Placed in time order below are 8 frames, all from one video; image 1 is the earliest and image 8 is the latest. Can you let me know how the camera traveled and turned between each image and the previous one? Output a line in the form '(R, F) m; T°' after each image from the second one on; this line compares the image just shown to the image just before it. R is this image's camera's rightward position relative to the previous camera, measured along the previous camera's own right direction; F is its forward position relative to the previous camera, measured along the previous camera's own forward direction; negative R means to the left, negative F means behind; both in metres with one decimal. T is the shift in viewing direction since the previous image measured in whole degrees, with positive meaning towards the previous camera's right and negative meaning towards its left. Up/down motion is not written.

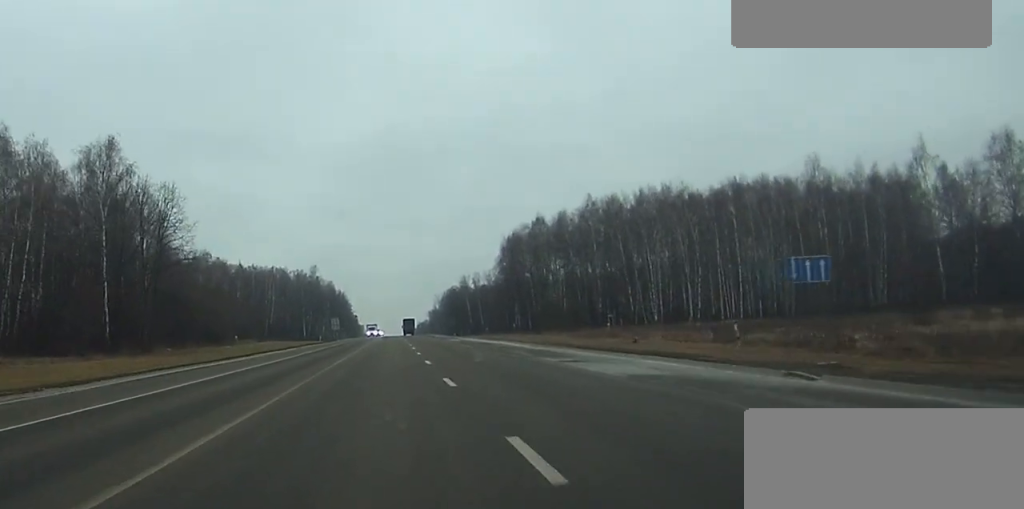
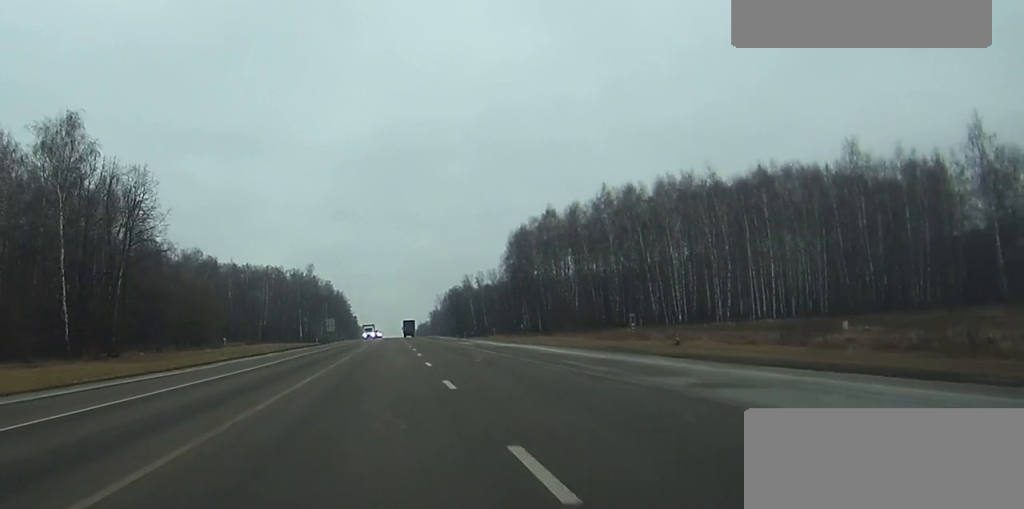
(0.0, +12.7) m; 0°
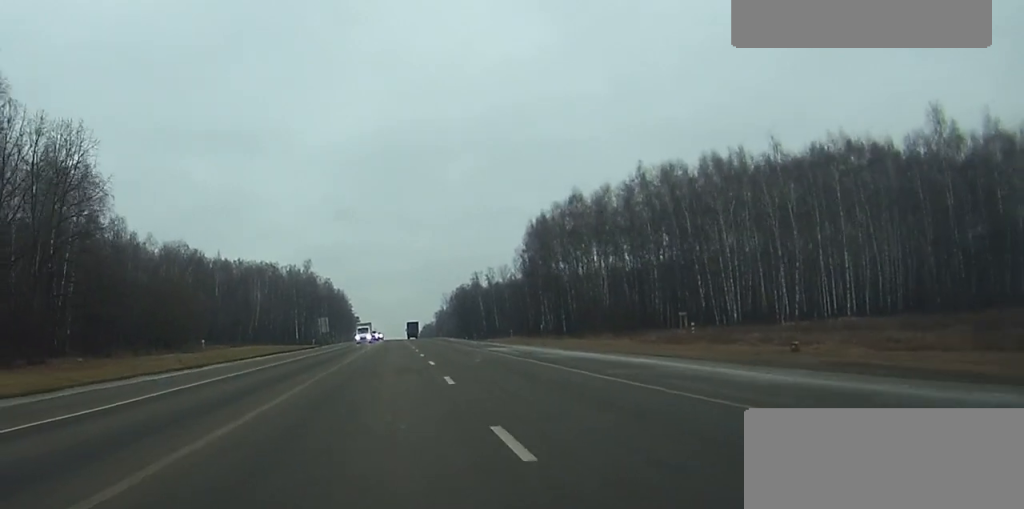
(-0.1, +21.6) m; 0°
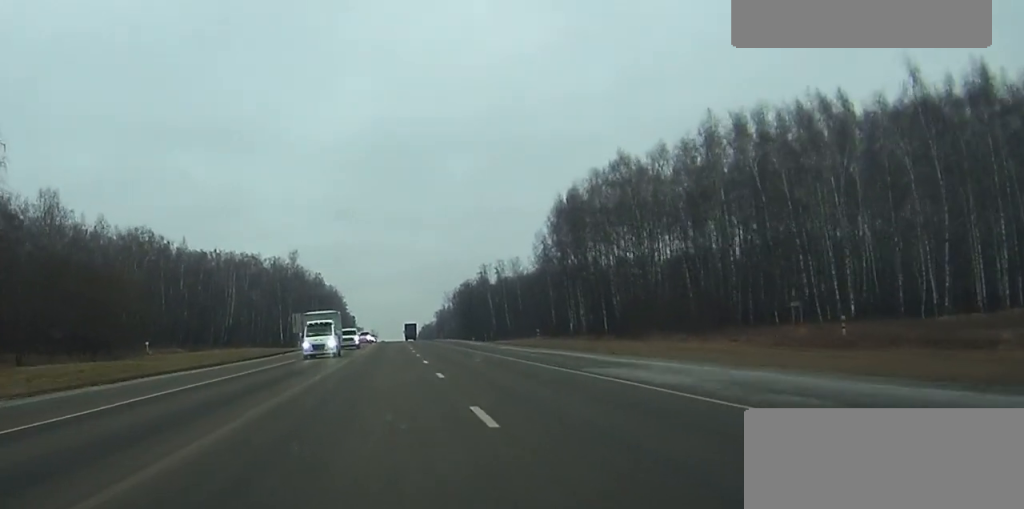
(+0.1, +32.2) m; 0°
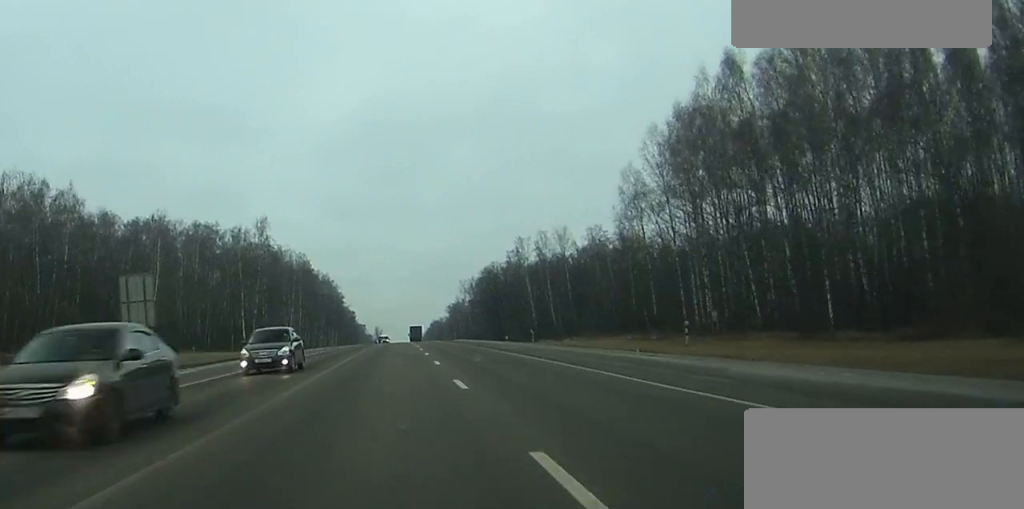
(-0.4, +65.7) m; -1°
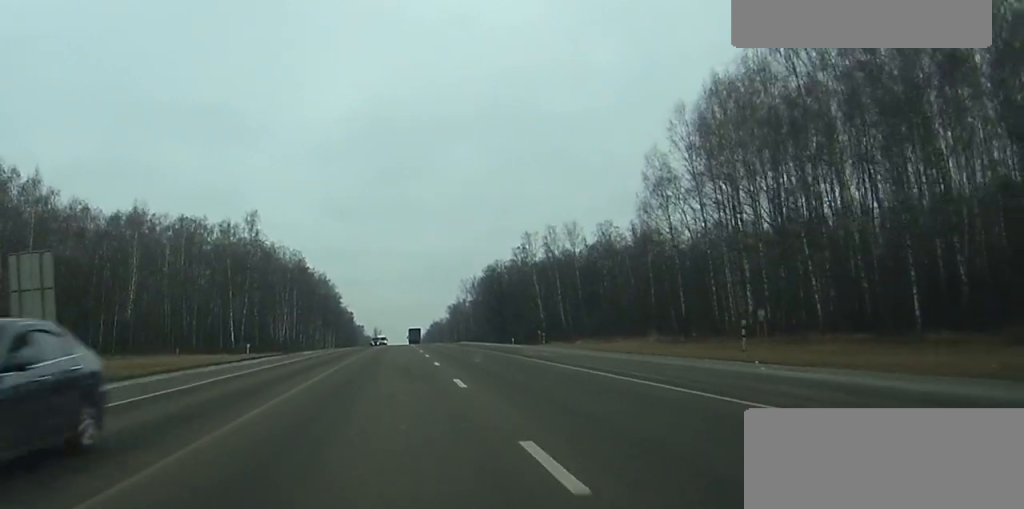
(0.0, +11.3) m; 0°
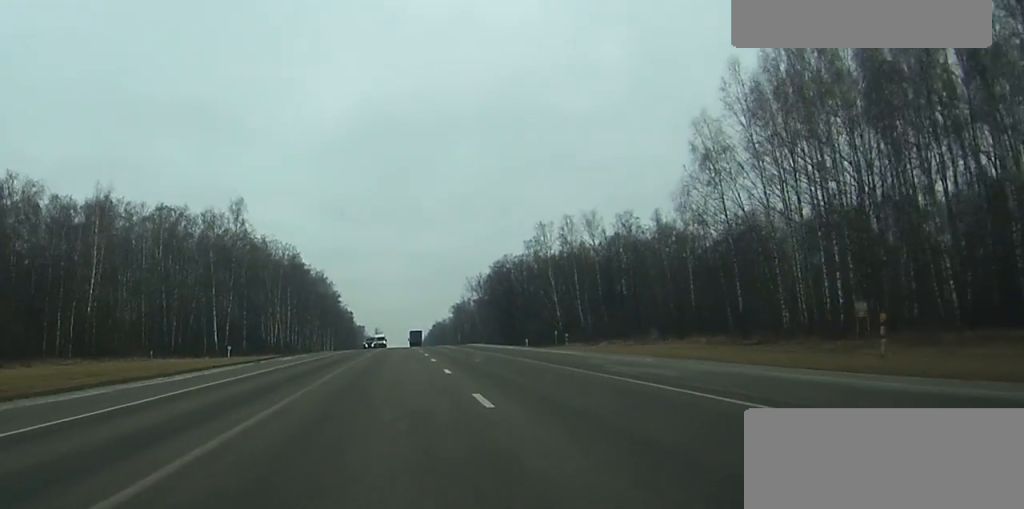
(0.0, +16.7) m; 0°
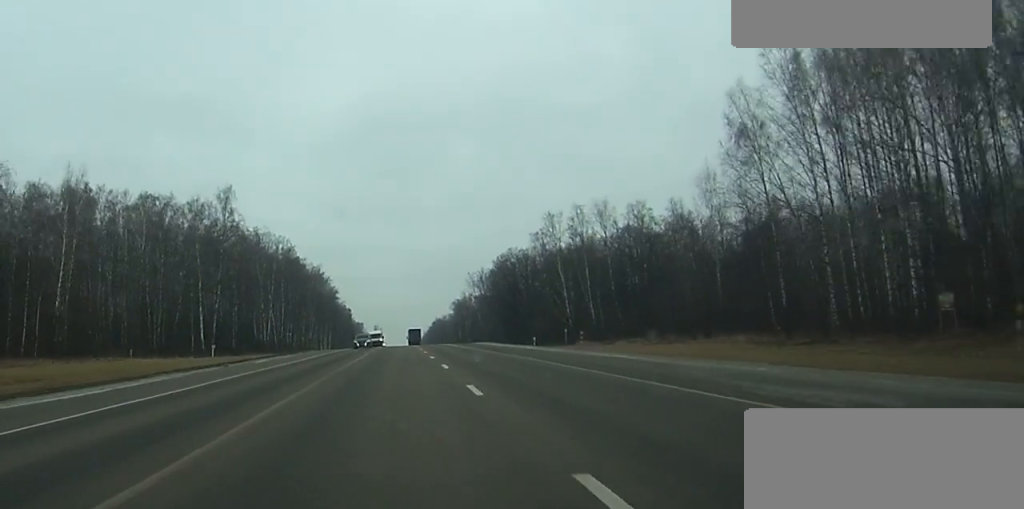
(0.0, +9.9) m; 0°
